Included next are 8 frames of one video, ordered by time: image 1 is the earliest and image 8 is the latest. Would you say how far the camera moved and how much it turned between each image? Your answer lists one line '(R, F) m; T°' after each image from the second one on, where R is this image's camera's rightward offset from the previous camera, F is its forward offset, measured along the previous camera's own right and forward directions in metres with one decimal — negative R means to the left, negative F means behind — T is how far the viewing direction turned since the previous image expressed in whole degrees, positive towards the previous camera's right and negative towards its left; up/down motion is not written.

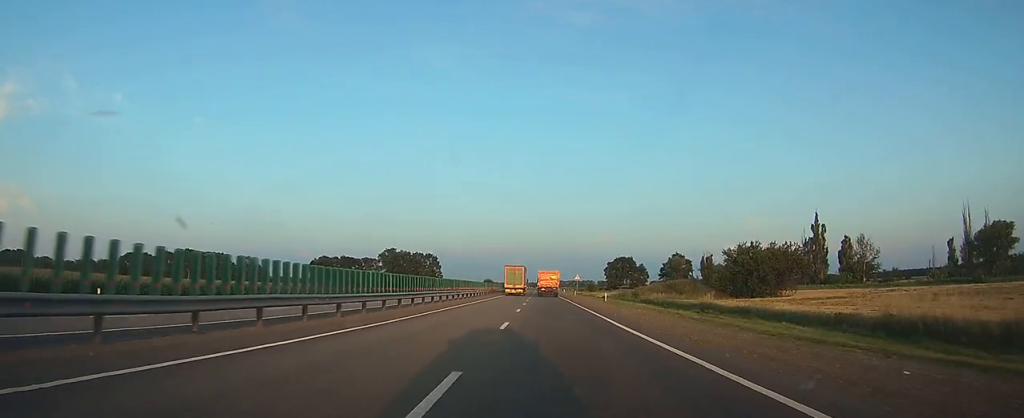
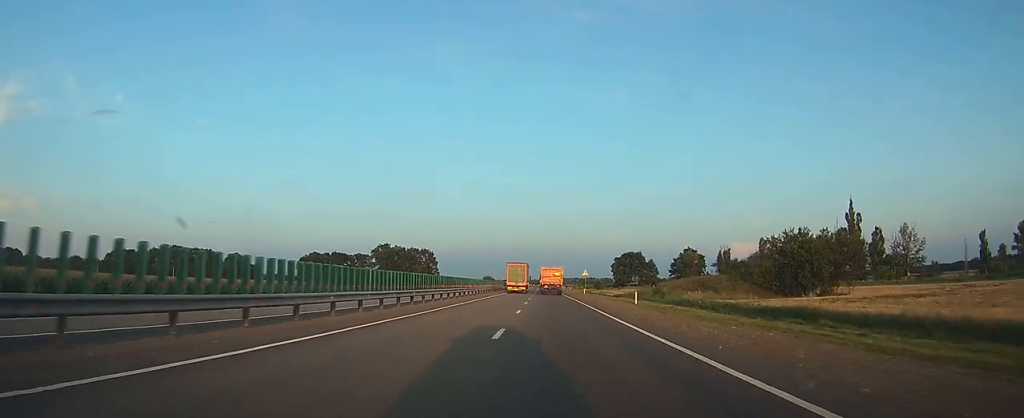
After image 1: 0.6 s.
(0.0, +15.8) m; 0°
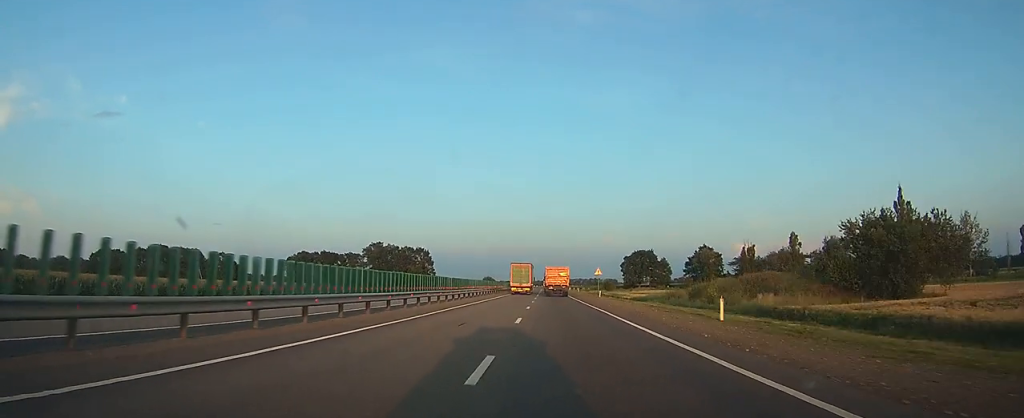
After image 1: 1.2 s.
(+0.1, +17.7) m; 0°
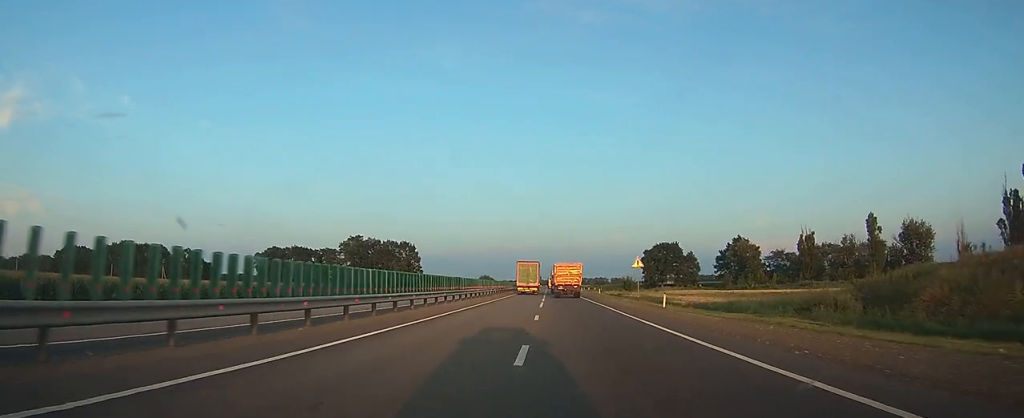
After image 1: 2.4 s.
(-0.2, +33.8) m; -1°
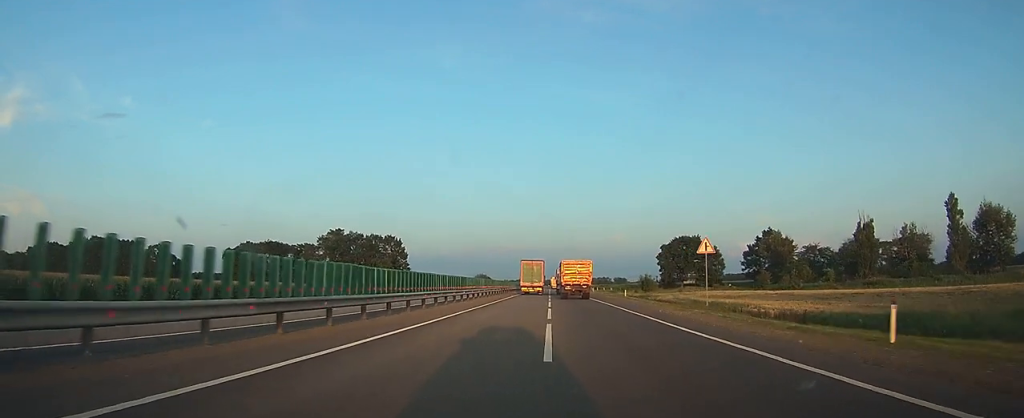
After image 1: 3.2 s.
(-0.1, +23.5) m; 0°
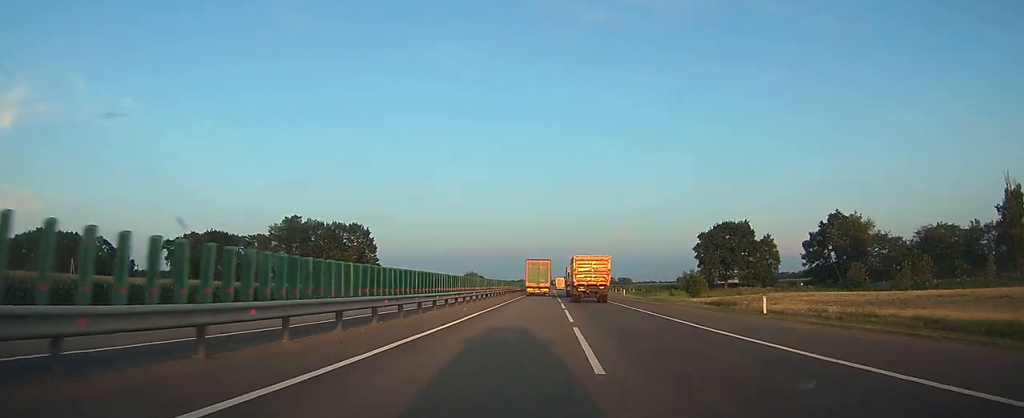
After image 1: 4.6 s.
(+0.1, +37.4) m; 0°
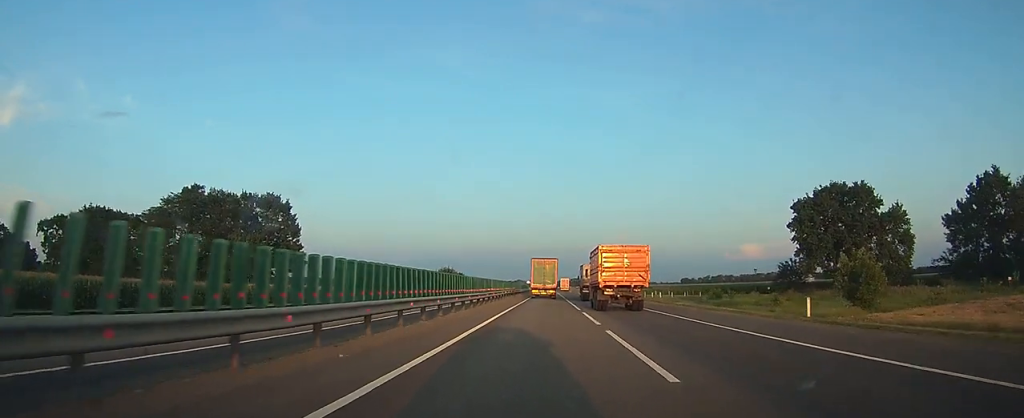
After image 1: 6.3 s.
(-0.4, +49.2) m; -1°
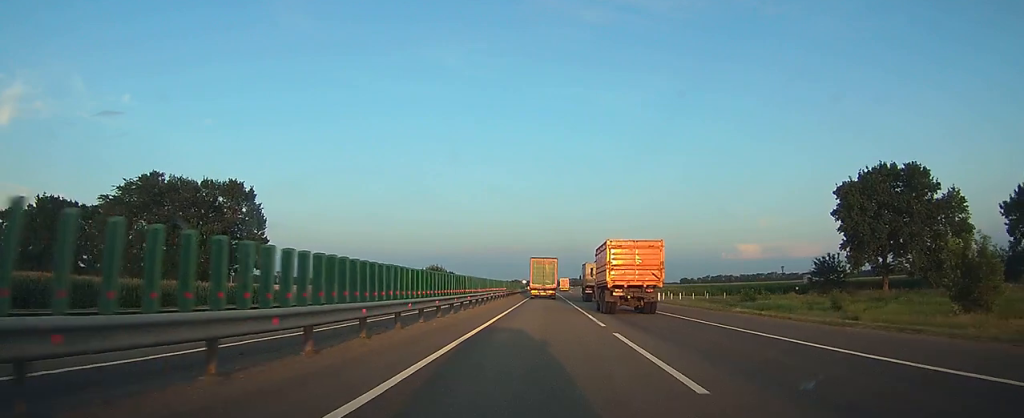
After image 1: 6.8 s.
(0.0, +12.9) m; 0°
